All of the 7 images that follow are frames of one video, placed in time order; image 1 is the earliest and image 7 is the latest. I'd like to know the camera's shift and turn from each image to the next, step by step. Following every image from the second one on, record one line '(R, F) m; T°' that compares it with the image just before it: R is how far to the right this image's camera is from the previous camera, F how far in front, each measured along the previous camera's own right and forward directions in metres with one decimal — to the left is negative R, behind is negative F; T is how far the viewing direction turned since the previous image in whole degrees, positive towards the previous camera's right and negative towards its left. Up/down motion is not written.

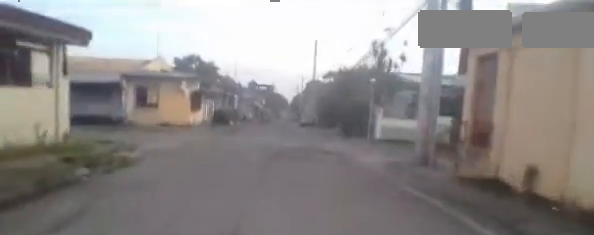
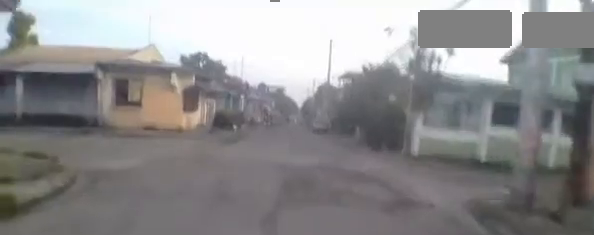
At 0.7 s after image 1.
(-0.1, +4.1) m; -1°
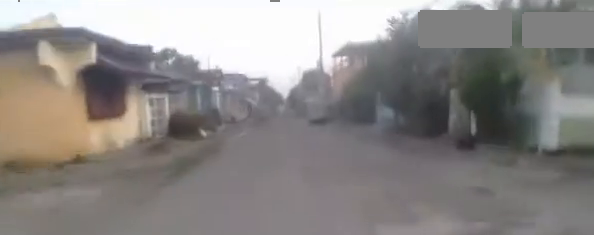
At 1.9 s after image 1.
(0.0, +7.2) m; 0°
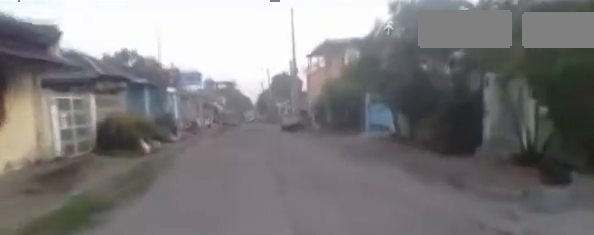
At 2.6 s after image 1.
(0.0, +3.9) m; 0°
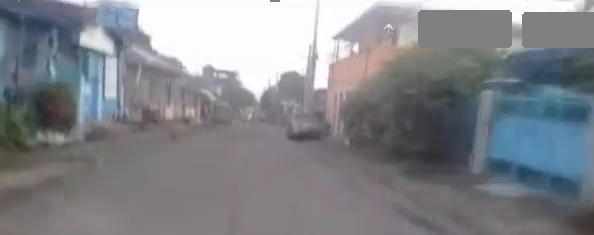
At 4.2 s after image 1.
(0.0, +8.5) m; +1°
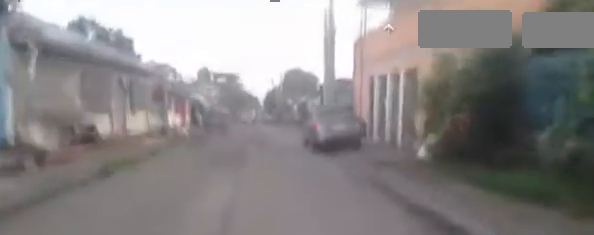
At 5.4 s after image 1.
(+0.3, +6.5) m; +3°
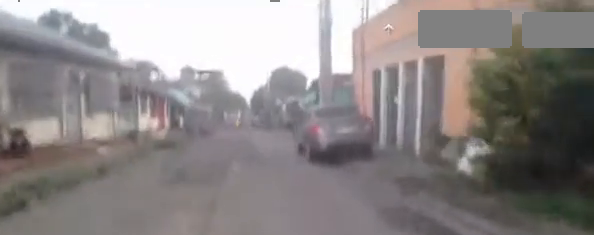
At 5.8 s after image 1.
(+0.2, +2.2) m; 0°
